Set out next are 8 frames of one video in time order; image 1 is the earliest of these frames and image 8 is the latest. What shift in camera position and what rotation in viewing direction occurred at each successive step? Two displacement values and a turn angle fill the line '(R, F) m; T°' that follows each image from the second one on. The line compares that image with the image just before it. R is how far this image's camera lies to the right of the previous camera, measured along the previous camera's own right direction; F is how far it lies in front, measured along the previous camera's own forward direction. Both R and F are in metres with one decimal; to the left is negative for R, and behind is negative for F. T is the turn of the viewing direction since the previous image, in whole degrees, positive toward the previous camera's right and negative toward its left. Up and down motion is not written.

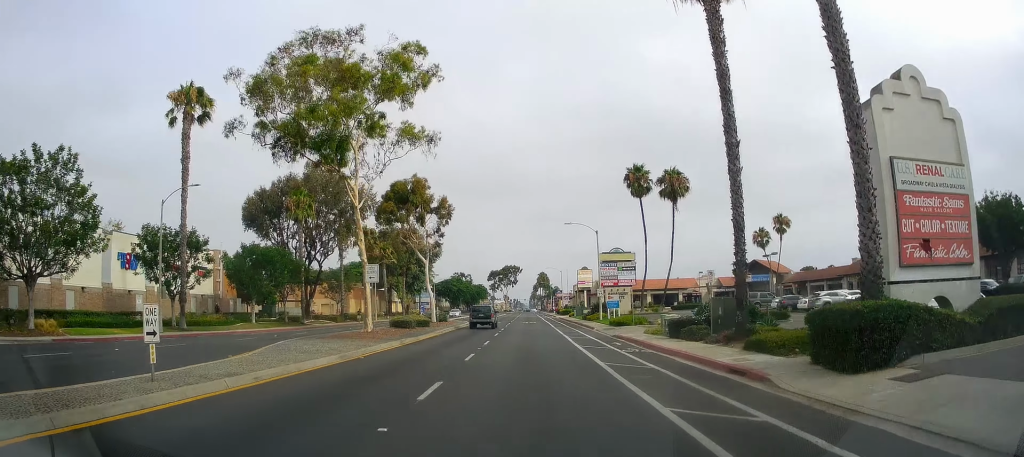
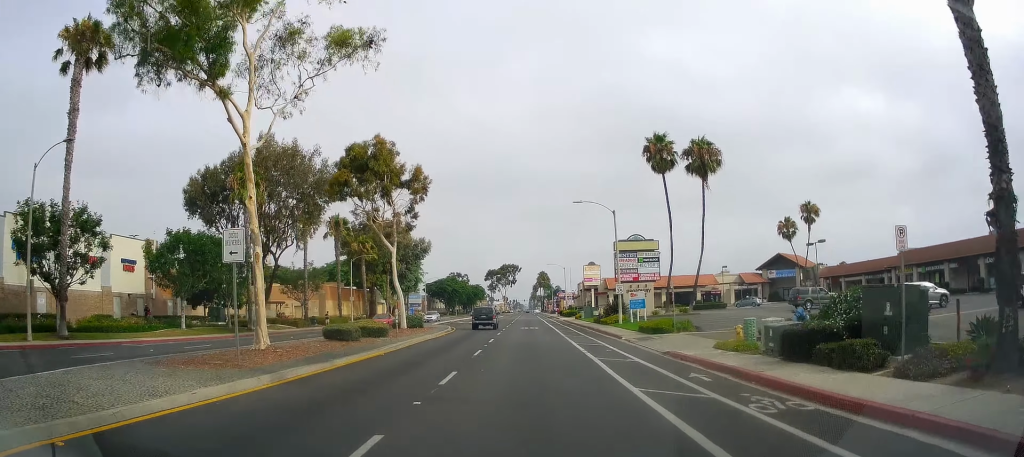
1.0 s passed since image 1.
(+0.1, +12.1) m; 0°
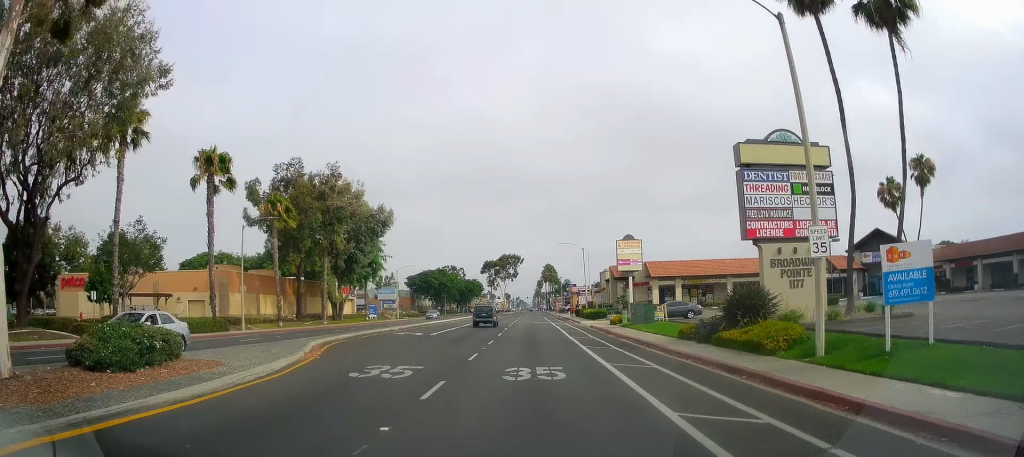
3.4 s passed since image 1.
(-0.1, +31.3) m; -1°
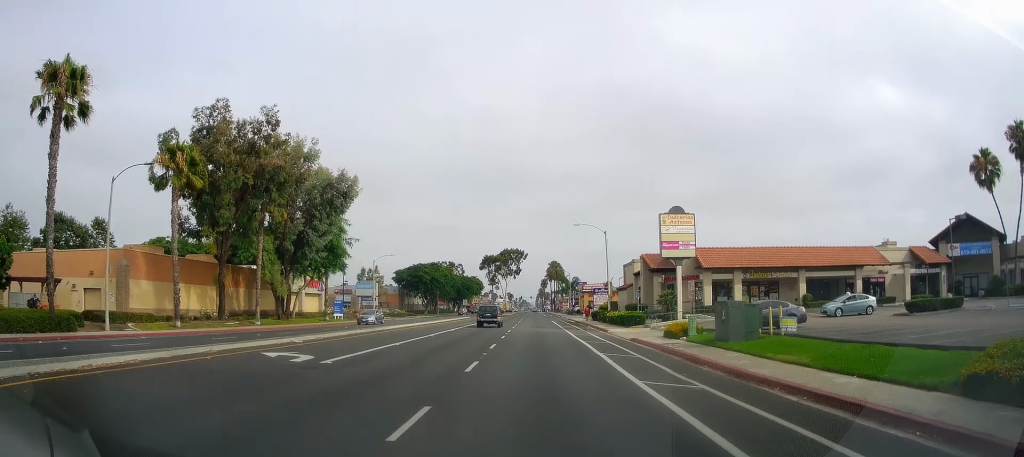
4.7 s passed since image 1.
(-0.2, +17.6) m; 0°
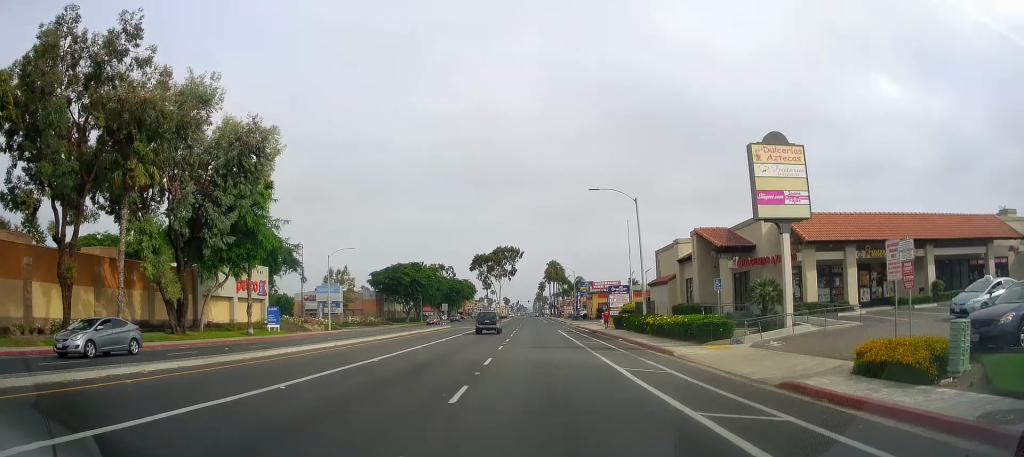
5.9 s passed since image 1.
(+0.2, +18.4) m; 0°
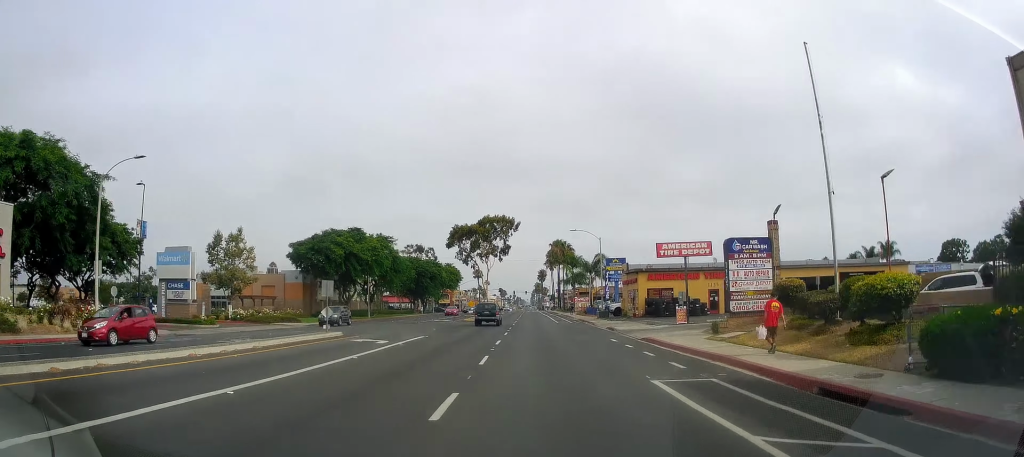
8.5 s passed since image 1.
(-0.3, +39.2) m; 0°
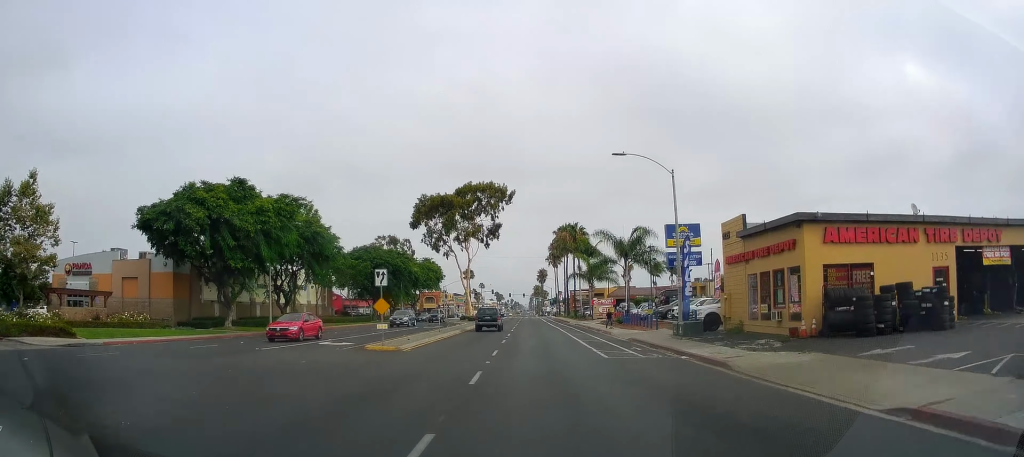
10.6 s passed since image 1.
(+0.4, +32.3) m; +1°
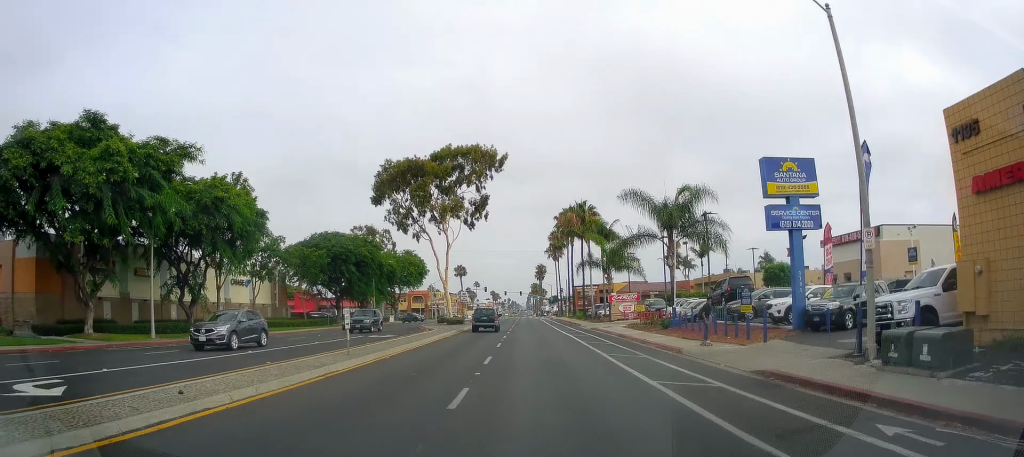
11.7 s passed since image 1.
(+0.3, +18.0) m; 0°
